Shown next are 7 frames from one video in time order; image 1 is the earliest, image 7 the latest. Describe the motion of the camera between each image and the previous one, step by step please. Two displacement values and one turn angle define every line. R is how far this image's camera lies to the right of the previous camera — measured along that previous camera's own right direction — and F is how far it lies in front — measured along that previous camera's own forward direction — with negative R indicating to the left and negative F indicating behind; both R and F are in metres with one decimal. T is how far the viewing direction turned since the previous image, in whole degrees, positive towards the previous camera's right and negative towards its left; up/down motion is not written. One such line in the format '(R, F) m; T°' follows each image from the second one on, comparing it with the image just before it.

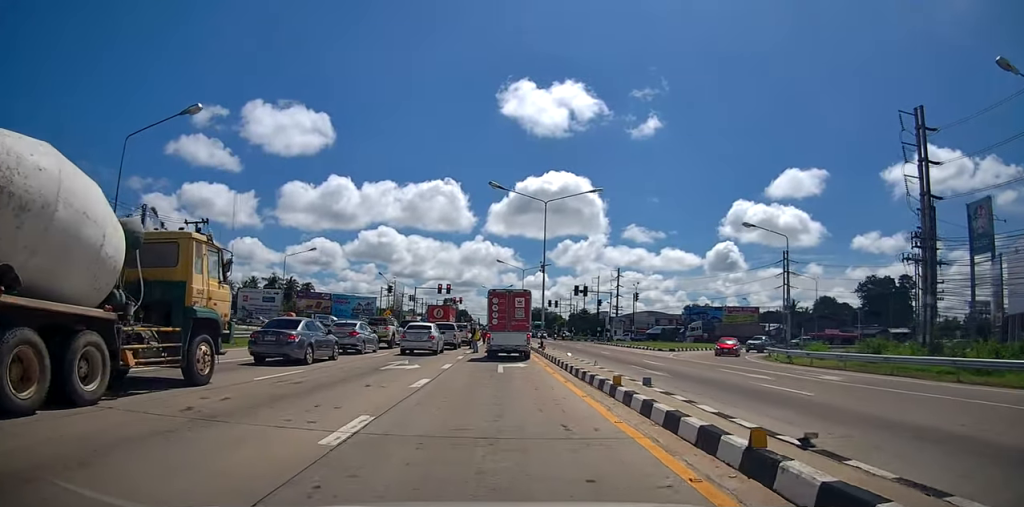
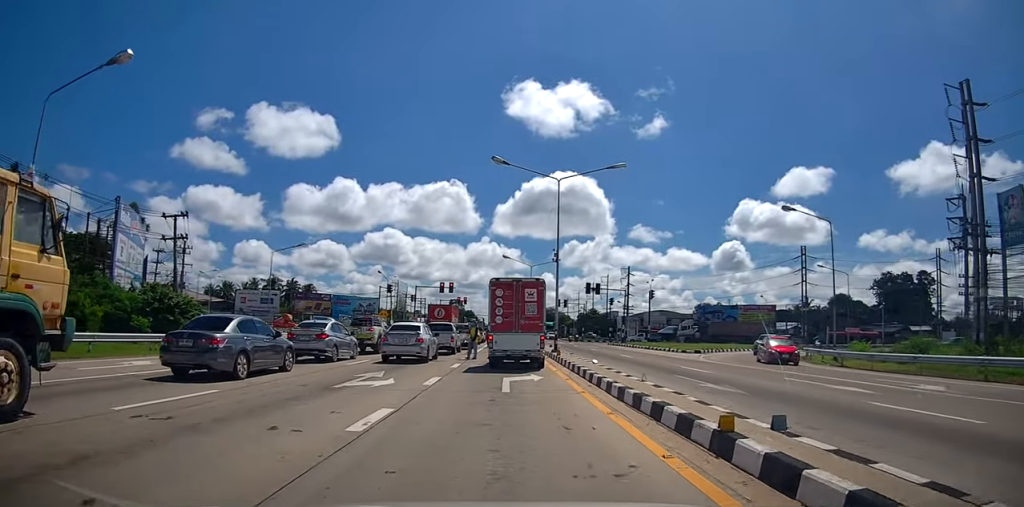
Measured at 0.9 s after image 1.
(+0.3, +5.2) m; +2°
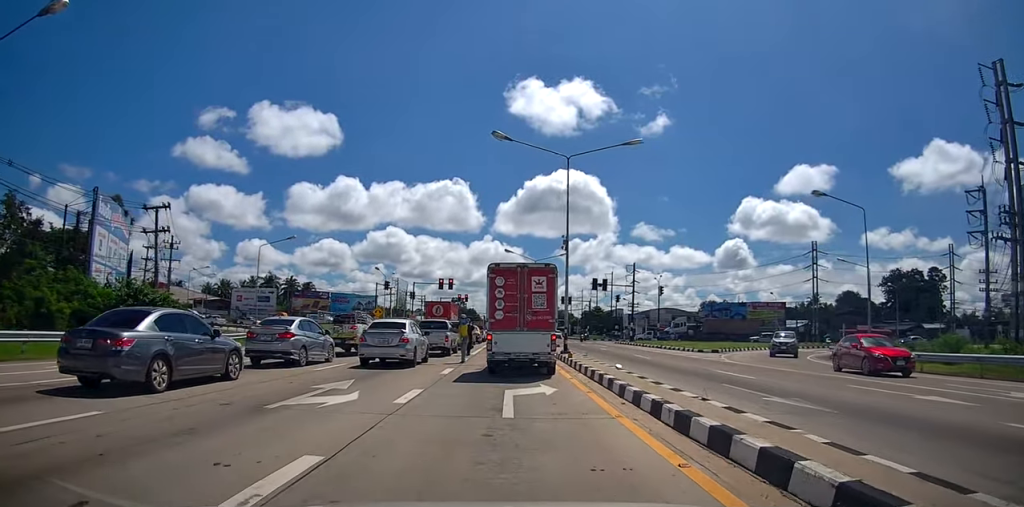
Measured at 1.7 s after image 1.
(0.0, +3.6) m; +1°
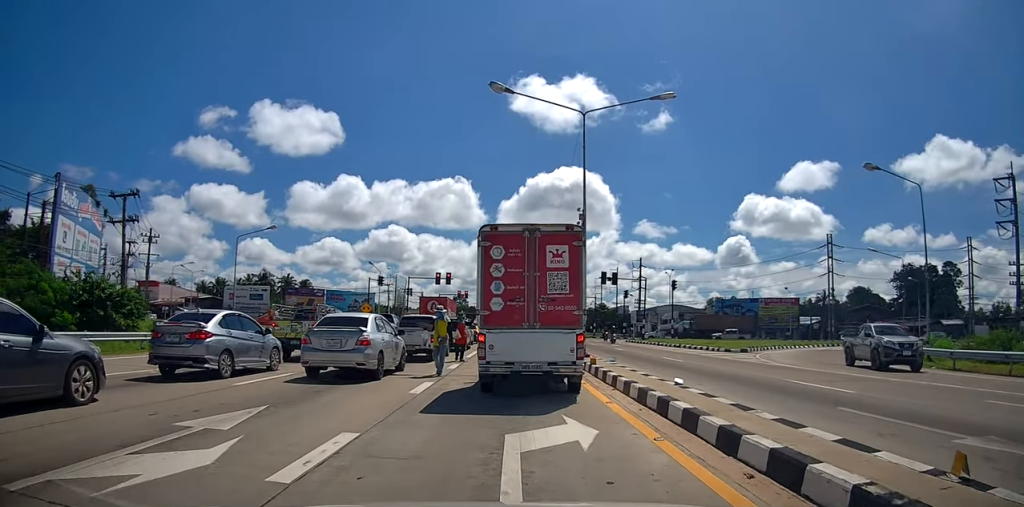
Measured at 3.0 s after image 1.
(+0.1, +5.9) m; -1°
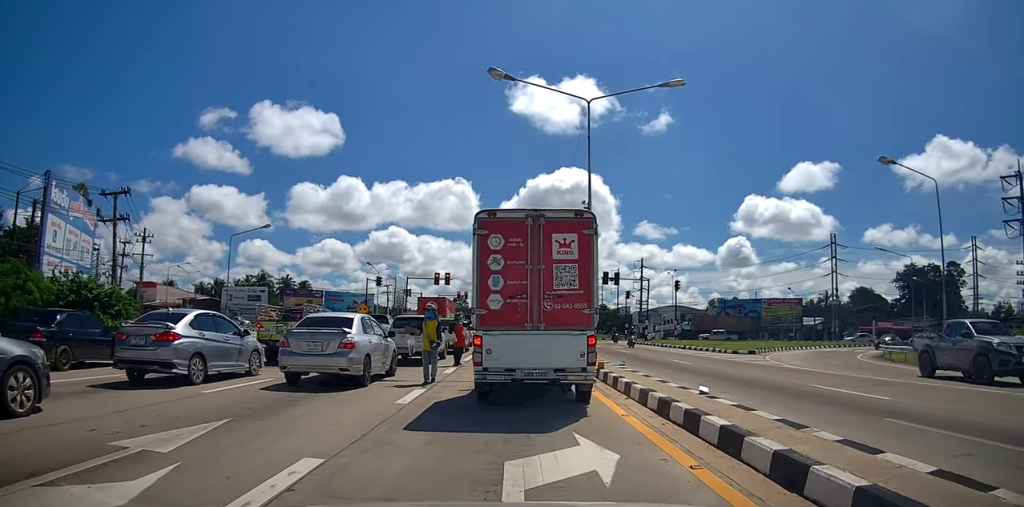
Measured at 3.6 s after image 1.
(-0.1, +1.2) m; 0°
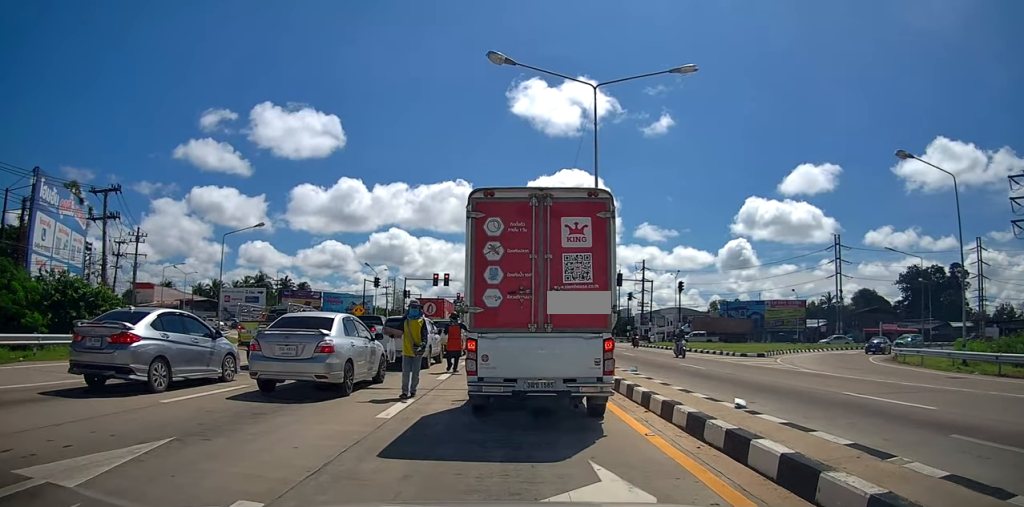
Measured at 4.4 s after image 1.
(-0.1, +1.2) m; 0°
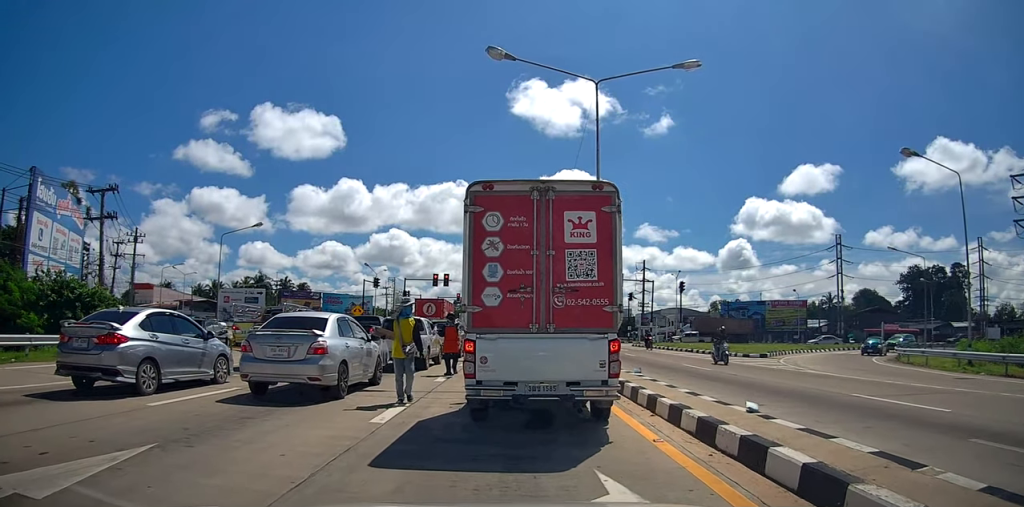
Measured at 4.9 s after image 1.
(0.0, 0.0) m; 0°
